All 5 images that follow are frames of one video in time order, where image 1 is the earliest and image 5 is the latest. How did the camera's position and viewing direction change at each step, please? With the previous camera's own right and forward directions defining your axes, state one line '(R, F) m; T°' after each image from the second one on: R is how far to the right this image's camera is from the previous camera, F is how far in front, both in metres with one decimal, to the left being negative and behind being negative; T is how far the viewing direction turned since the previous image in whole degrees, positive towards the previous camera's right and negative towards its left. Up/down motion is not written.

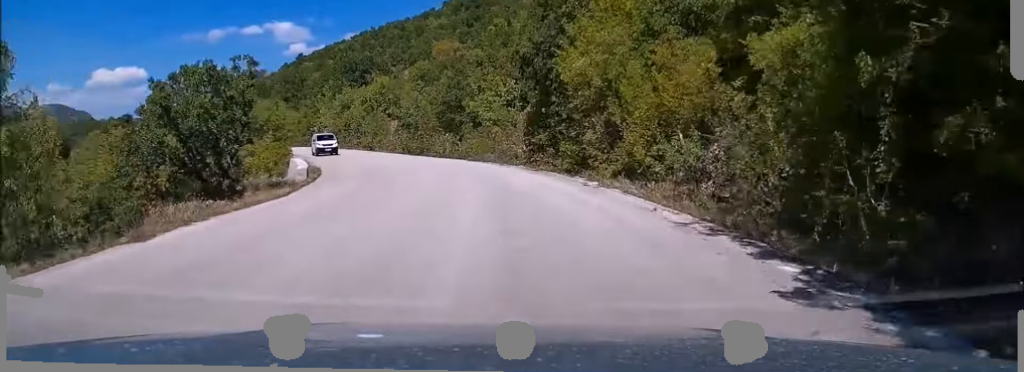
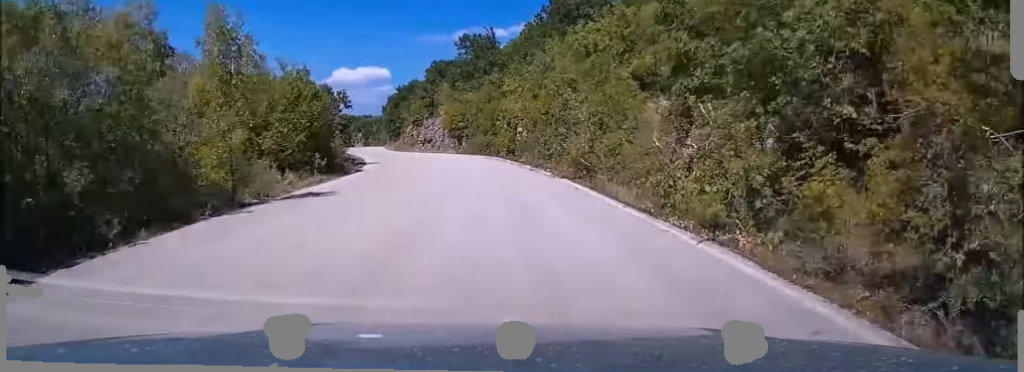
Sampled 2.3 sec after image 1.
(-7.4, +49.5) m; -18°
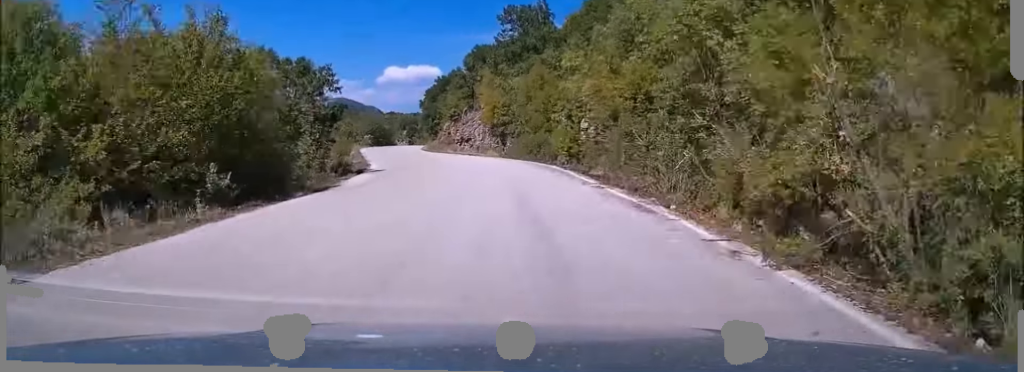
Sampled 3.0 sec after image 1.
(-0.8, +14.8) m; -5°
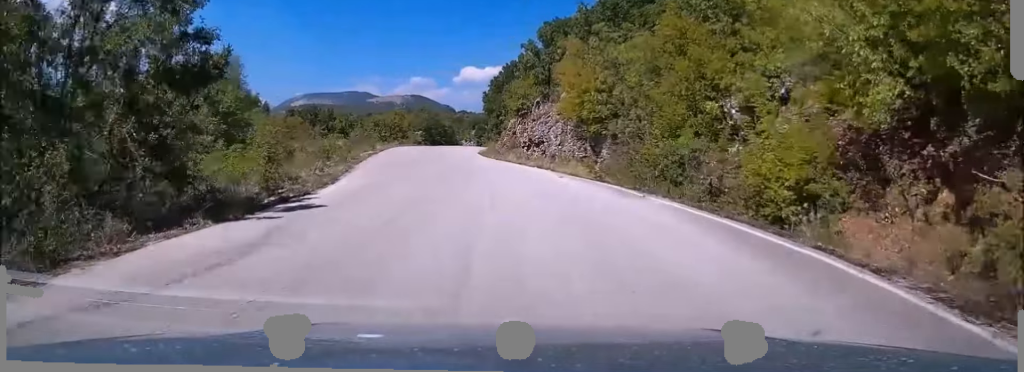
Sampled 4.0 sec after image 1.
(-1.4, +23.2) m; -7°
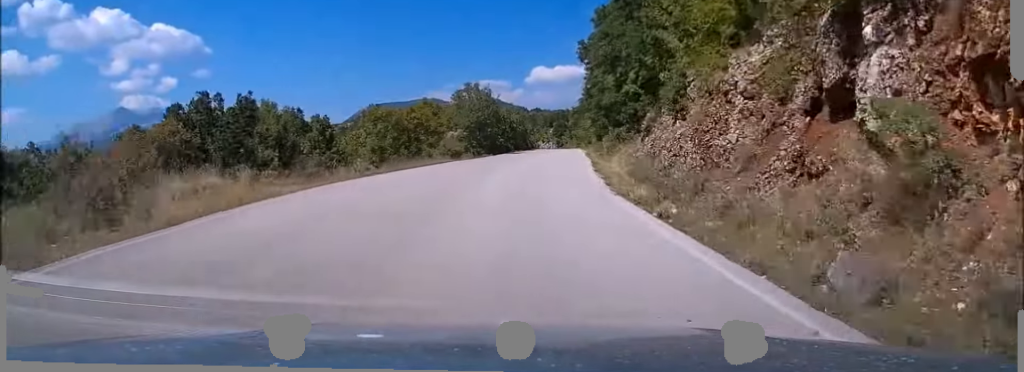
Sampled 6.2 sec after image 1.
(-4.6, +49.0) m; -7°
